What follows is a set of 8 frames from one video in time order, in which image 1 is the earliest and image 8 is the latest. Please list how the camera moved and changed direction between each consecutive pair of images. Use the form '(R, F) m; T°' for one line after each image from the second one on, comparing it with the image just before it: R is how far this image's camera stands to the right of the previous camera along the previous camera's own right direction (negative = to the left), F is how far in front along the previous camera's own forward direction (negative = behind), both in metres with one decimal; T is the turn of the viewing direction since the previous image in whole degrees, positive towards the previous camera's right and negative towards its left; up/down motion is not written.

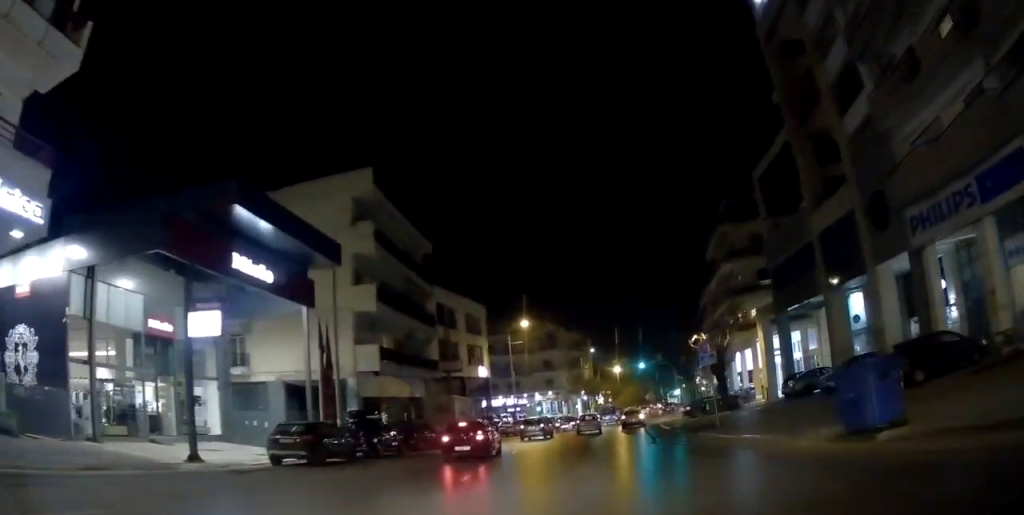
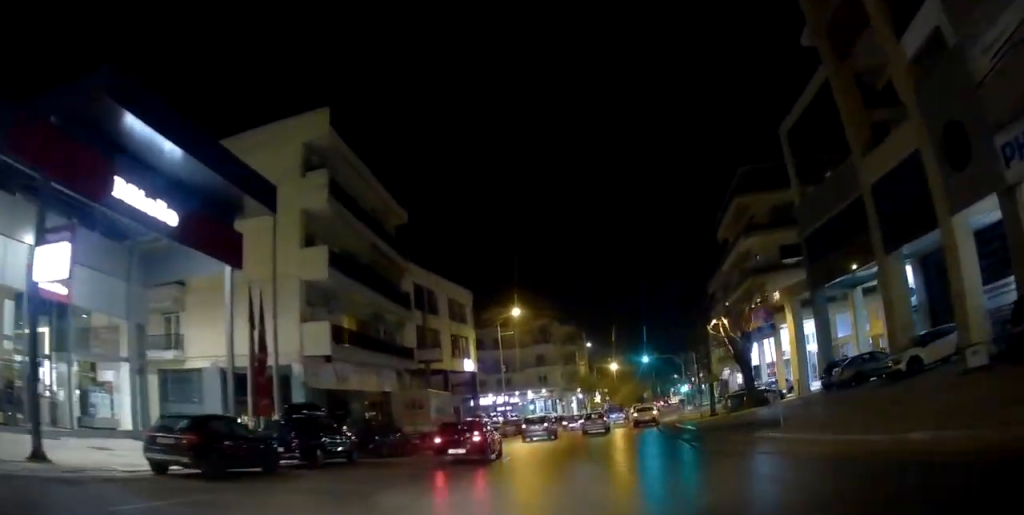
(+0.1, +6.5) m; +1°
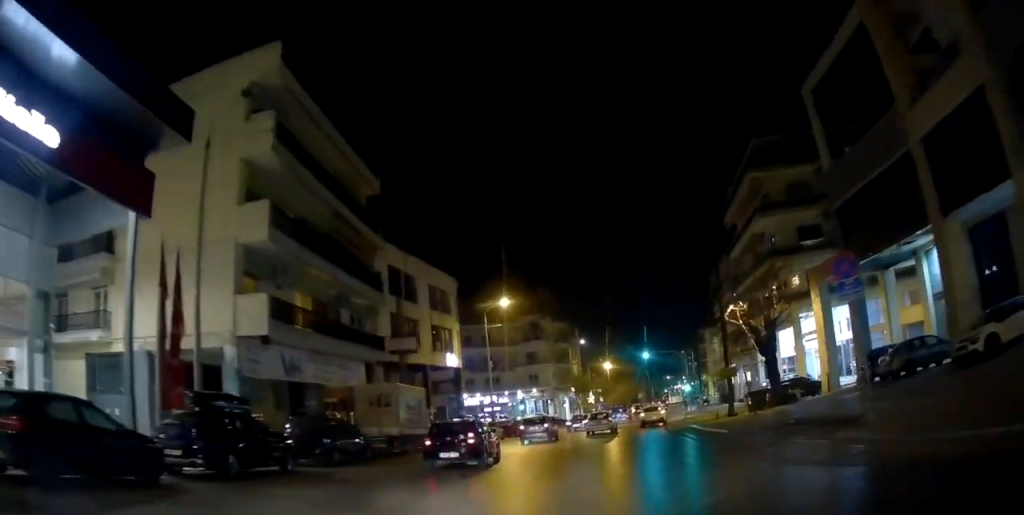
(-0.1, +5.1) m; +1°
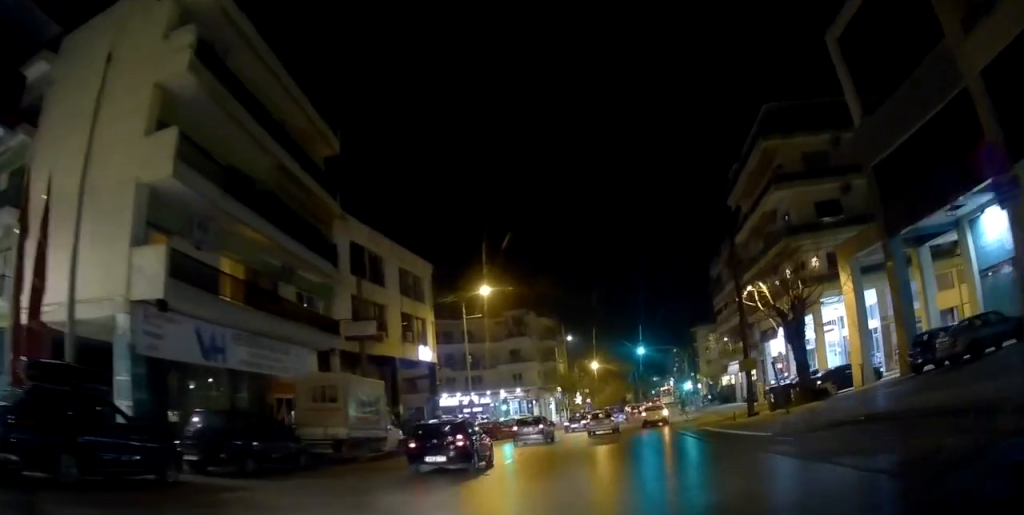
(+0.1, +5.1) m; +1°
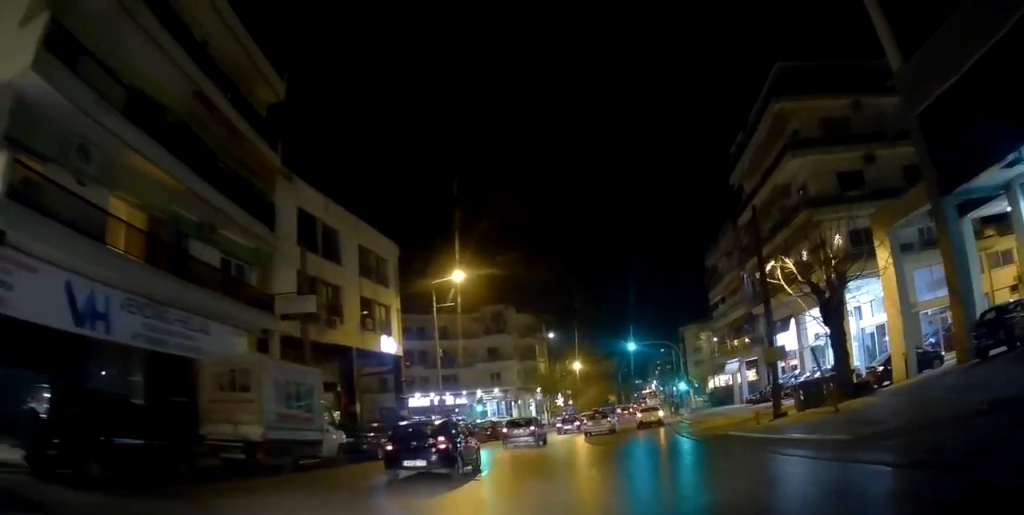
(+0.3, +5.1) m; +1°
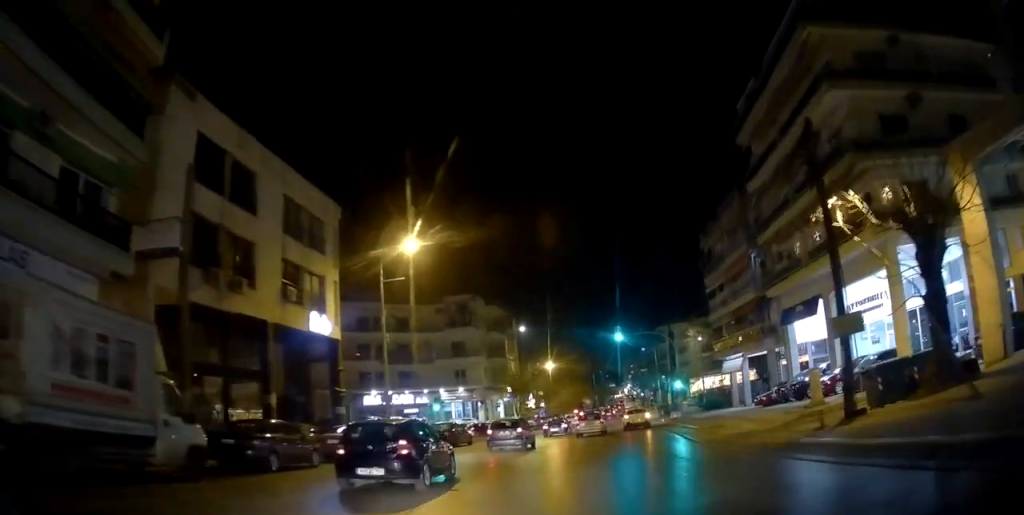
(-0.2, +7.1) m; +3°
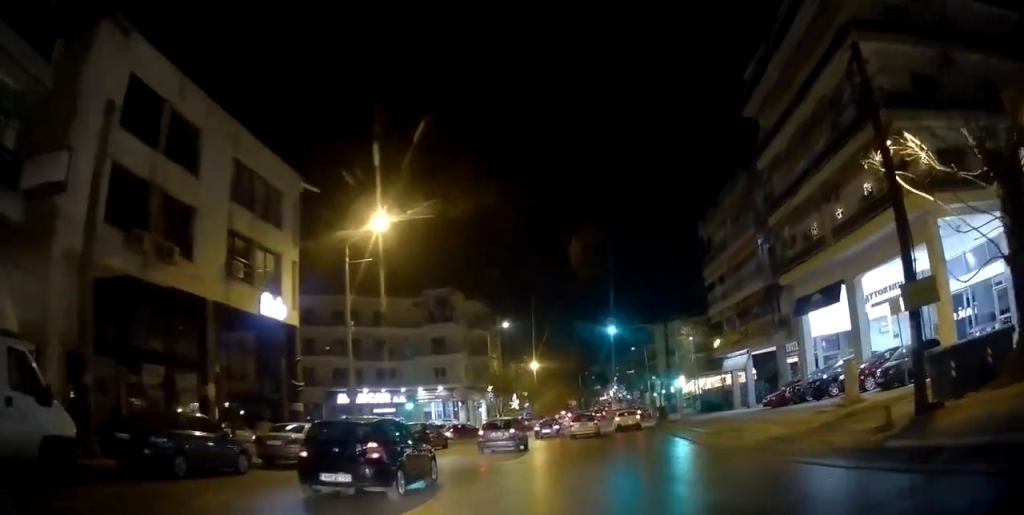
(0.0, +3.6) m; +2°
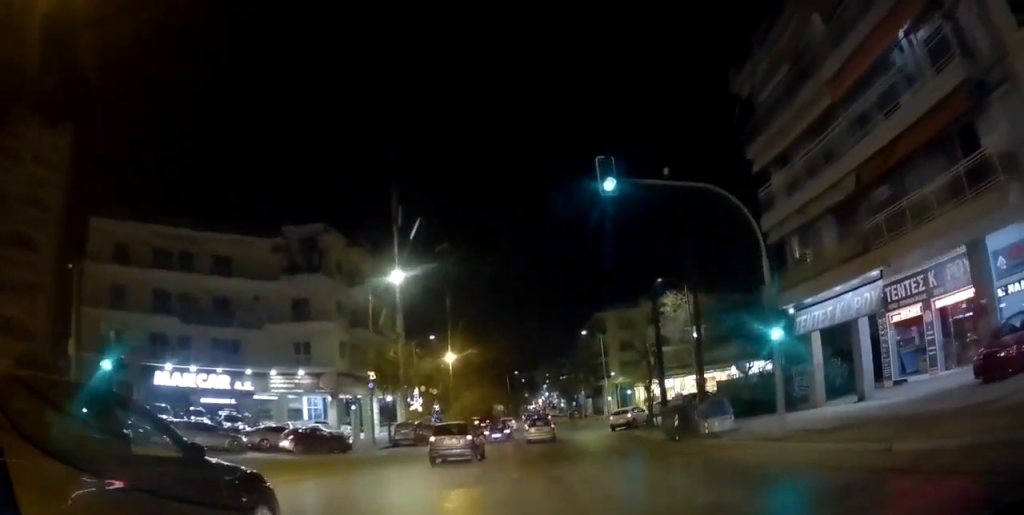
(+2.4, +20.4) m; +10°
